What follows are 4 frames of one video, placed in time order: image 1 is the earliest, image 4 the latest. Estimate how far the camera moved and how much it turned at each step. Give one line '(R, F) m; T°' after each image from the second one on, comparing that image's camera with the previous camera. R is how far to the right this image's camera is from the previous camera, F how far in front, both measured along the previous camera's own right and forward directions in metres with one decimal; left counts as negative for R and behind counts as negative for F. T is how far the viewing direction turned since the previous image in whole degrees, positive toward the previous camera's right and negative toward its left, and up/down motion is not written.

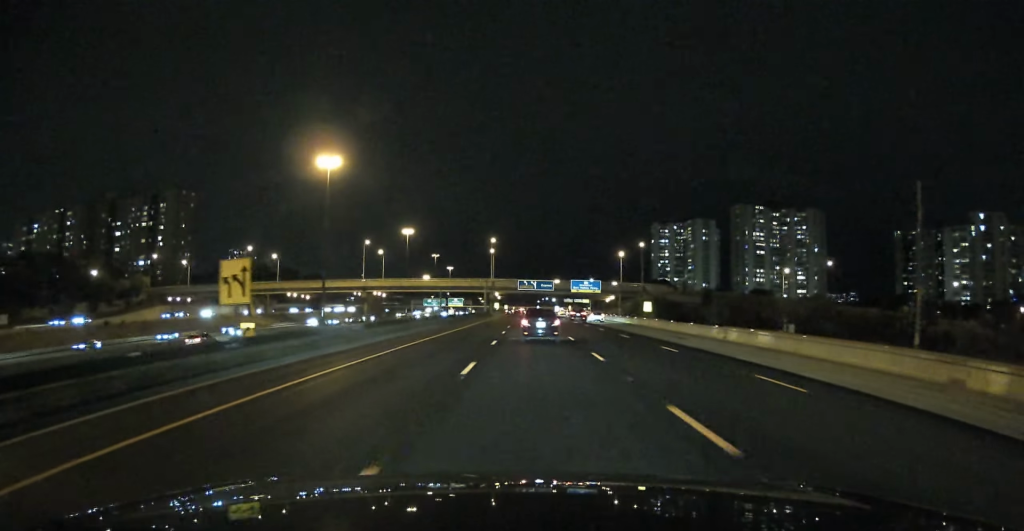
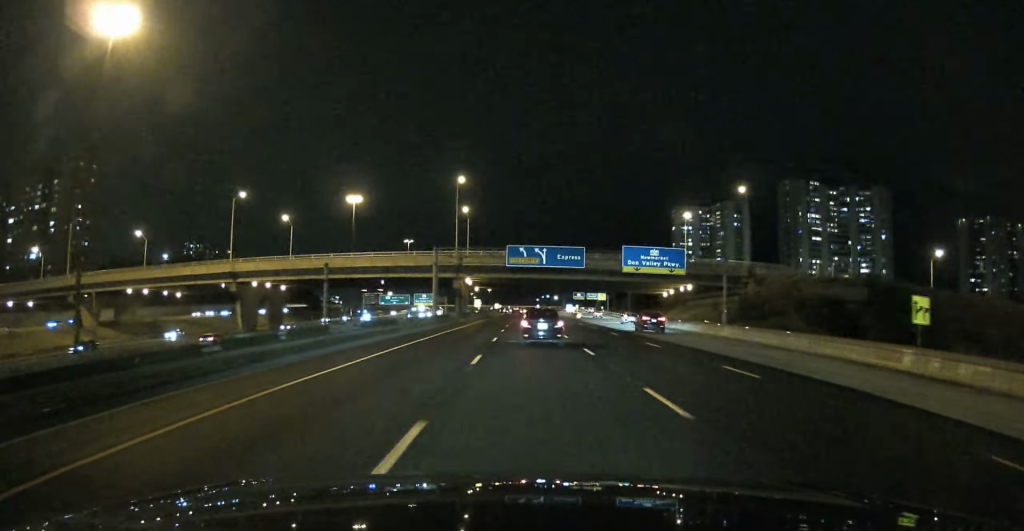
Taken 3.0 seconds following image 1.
(+0.9, +81.0) m; 0°
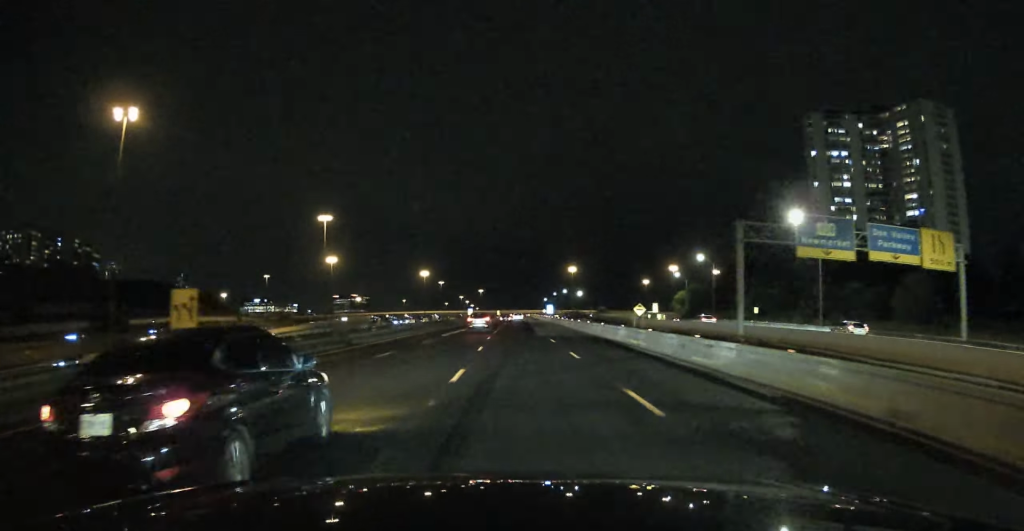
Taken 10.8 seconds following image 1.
(+0.3, +230.4) m; 0°
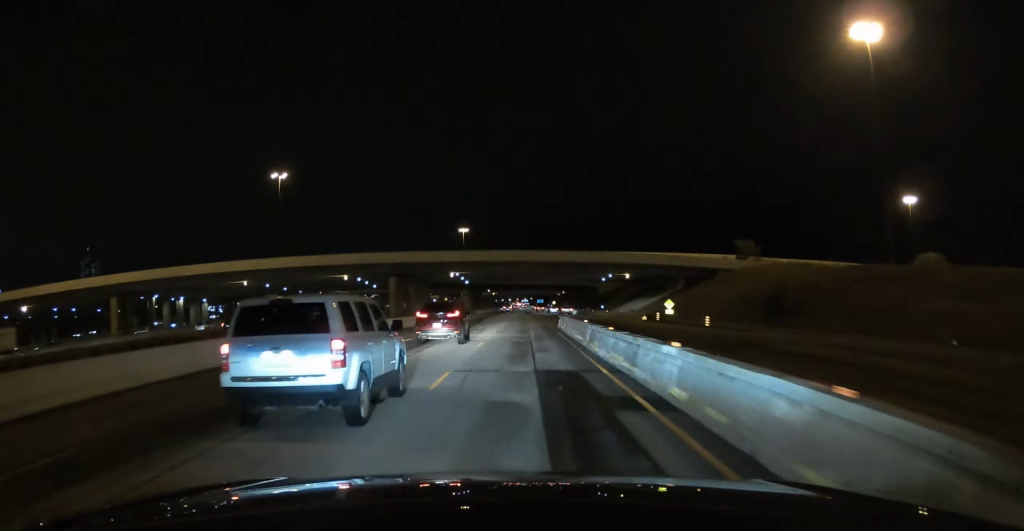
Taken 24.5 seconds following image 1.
(-11.9, +424.6) m; -3°
